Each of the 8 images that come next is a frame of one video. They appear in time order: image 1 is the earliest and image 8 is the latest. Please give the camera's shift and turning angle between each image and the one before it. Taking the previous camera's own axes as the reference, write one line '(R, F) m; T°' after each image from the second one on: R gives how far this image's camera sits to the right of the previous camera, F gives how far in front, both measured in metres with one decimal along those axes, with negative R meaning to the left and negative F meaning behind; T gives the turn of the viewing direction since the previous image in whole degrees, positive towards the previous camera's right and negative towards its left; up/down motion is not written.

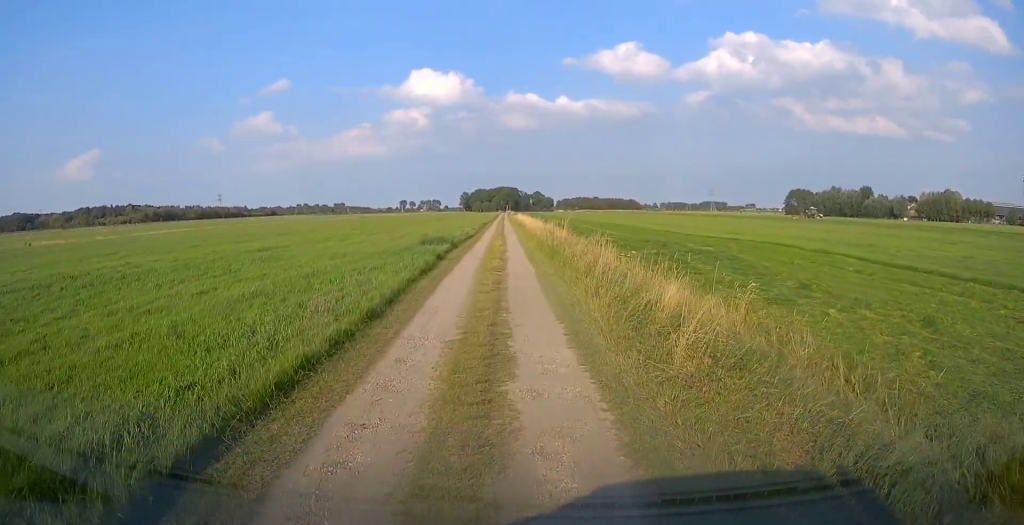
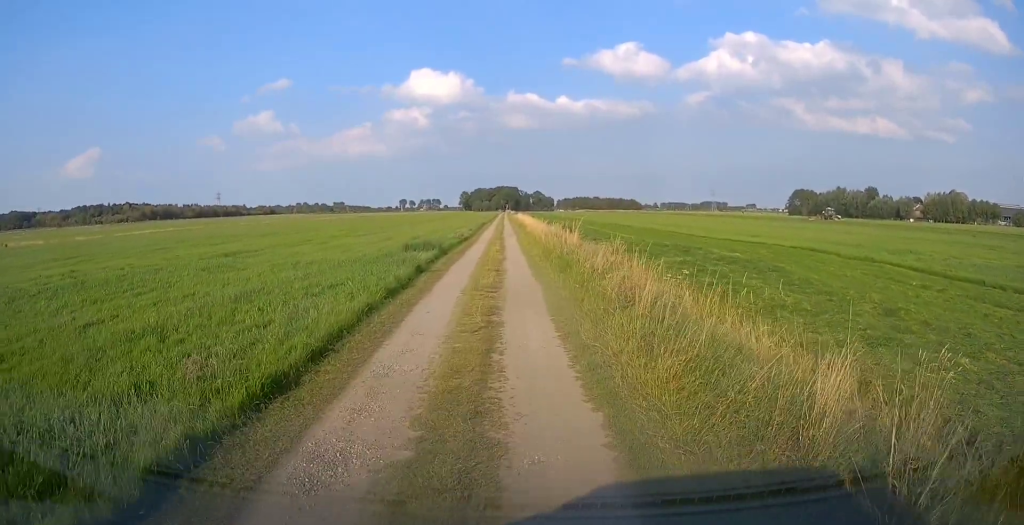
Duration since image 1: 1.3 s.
(0.0, +4.3) m; 0°
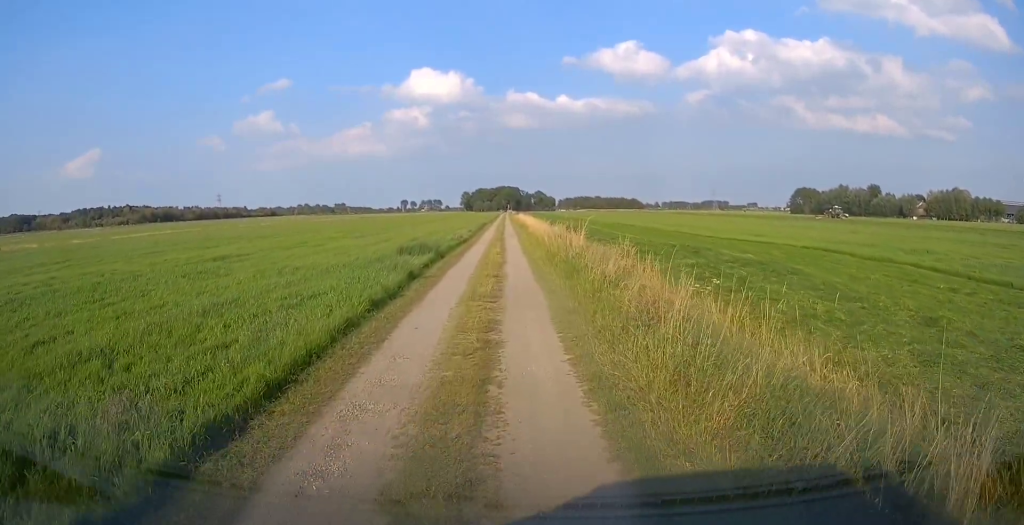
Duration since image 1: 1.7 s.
(0.0, +1.4) m; 0°
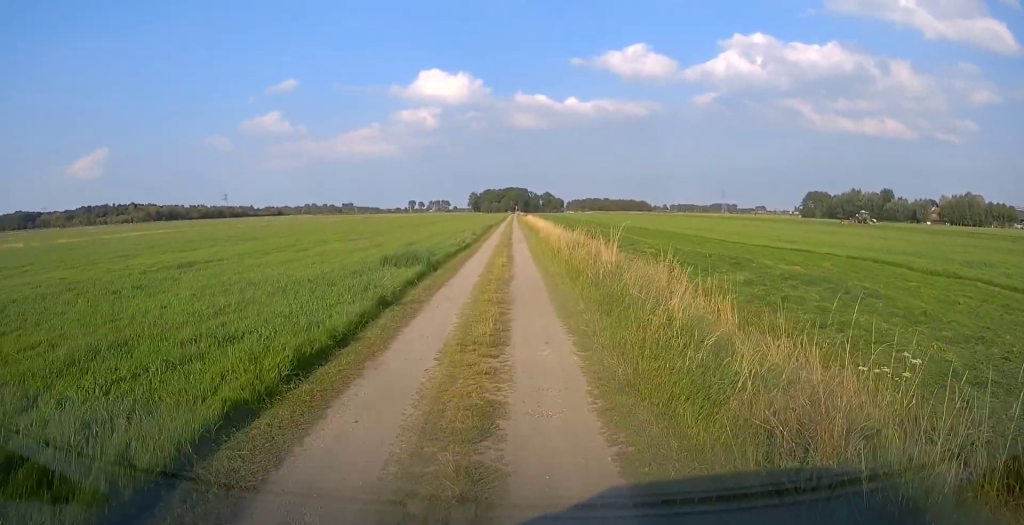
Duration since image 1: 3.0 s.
(0.0, +4.1) m; 0°
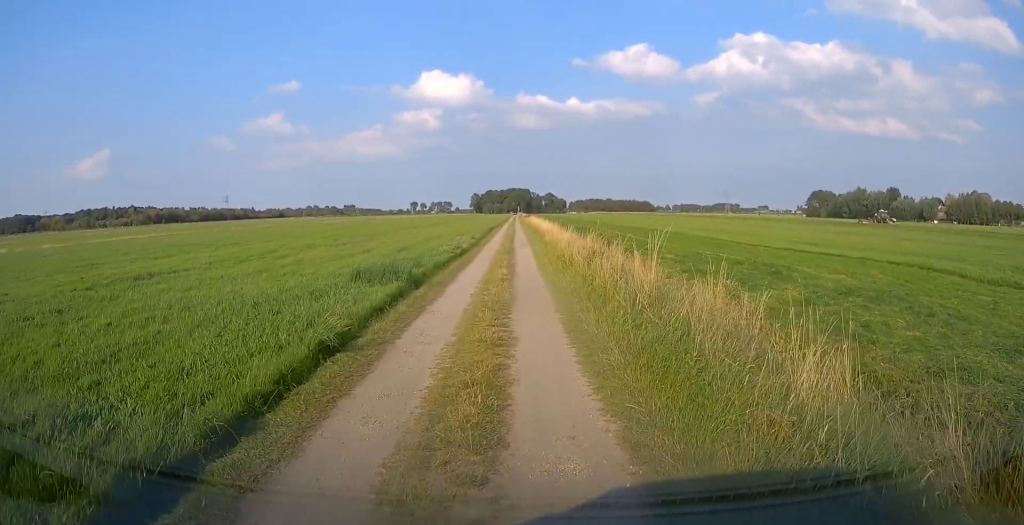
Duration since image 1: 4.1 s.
(0.0, +3.5) m; 0°
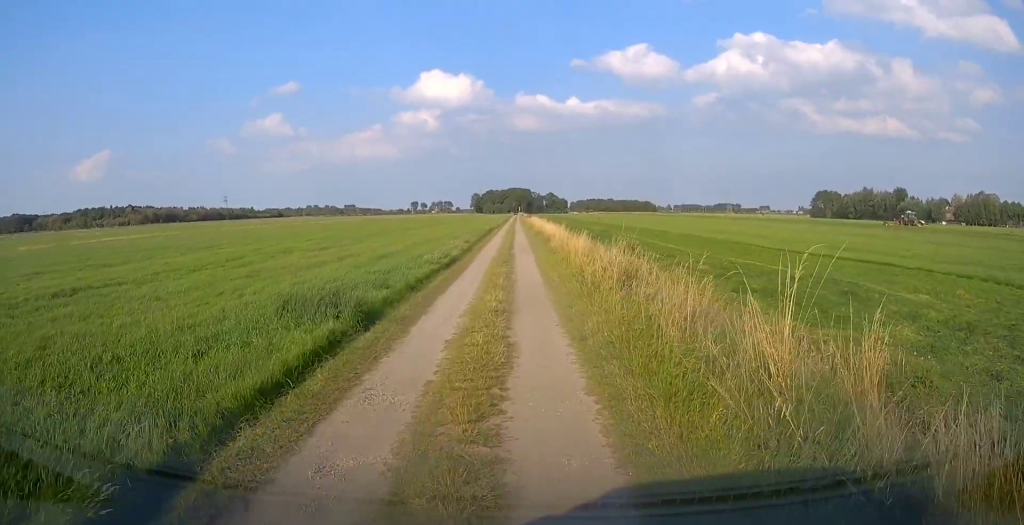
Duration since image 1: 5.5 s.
(0.0, +4.8) m; 0°
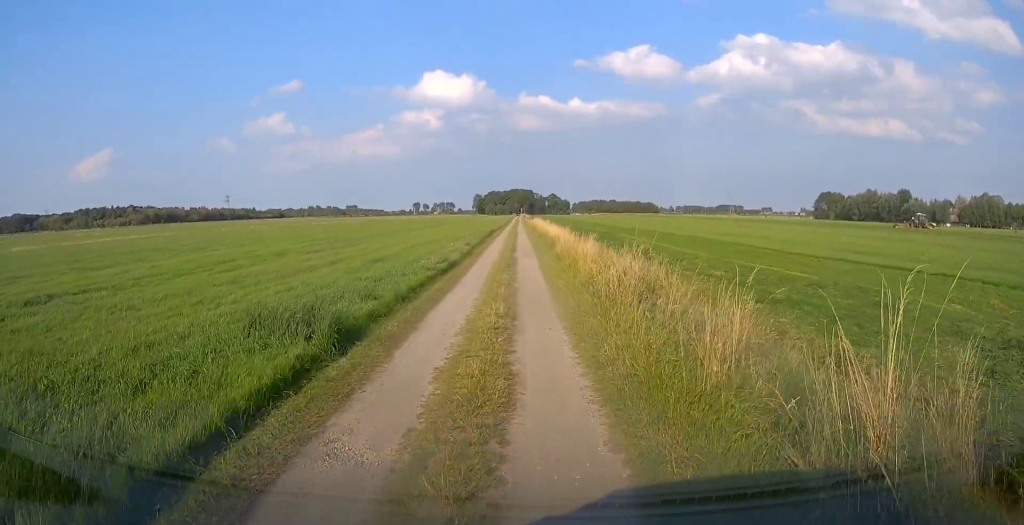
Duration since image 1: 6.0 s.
(0.0, +1.4) m; 0°
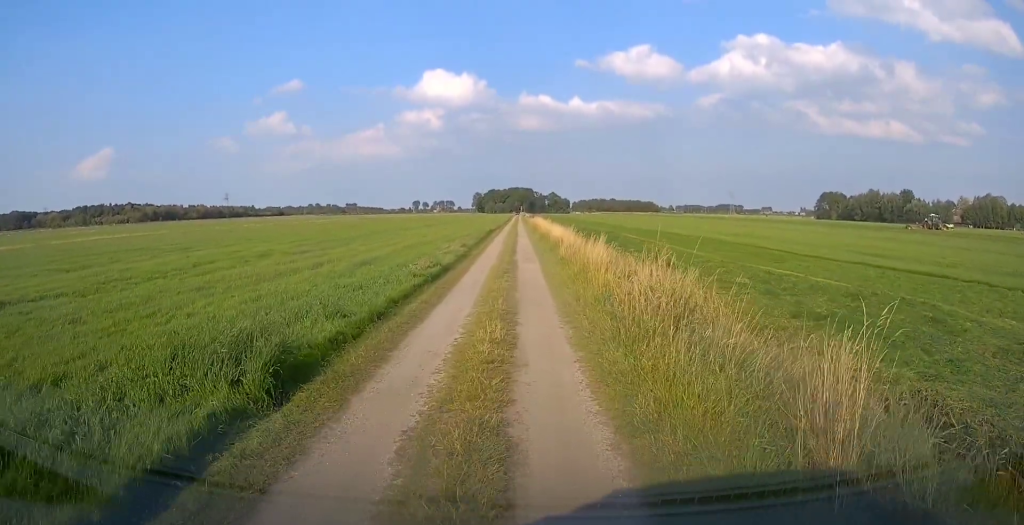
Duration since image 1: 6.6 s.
(0.0, +2.2) m; 0°
